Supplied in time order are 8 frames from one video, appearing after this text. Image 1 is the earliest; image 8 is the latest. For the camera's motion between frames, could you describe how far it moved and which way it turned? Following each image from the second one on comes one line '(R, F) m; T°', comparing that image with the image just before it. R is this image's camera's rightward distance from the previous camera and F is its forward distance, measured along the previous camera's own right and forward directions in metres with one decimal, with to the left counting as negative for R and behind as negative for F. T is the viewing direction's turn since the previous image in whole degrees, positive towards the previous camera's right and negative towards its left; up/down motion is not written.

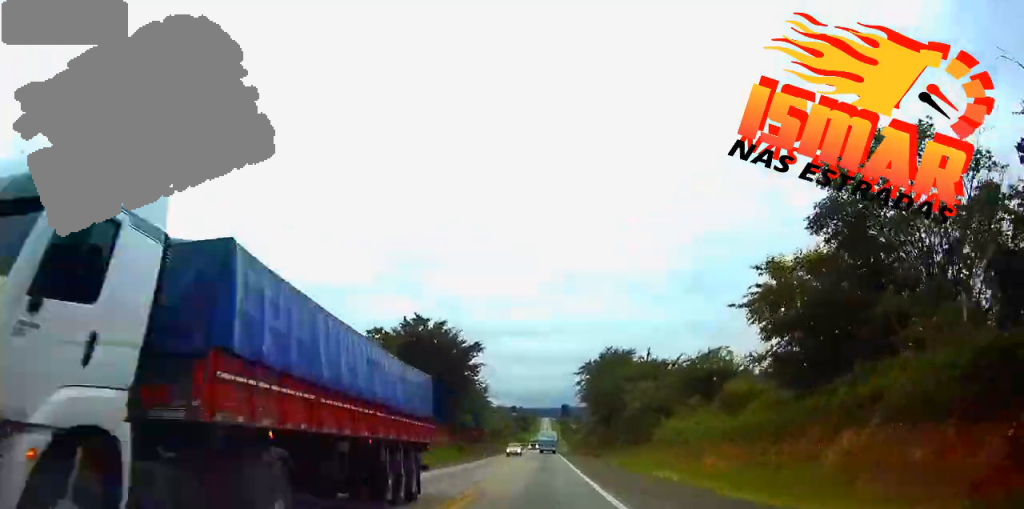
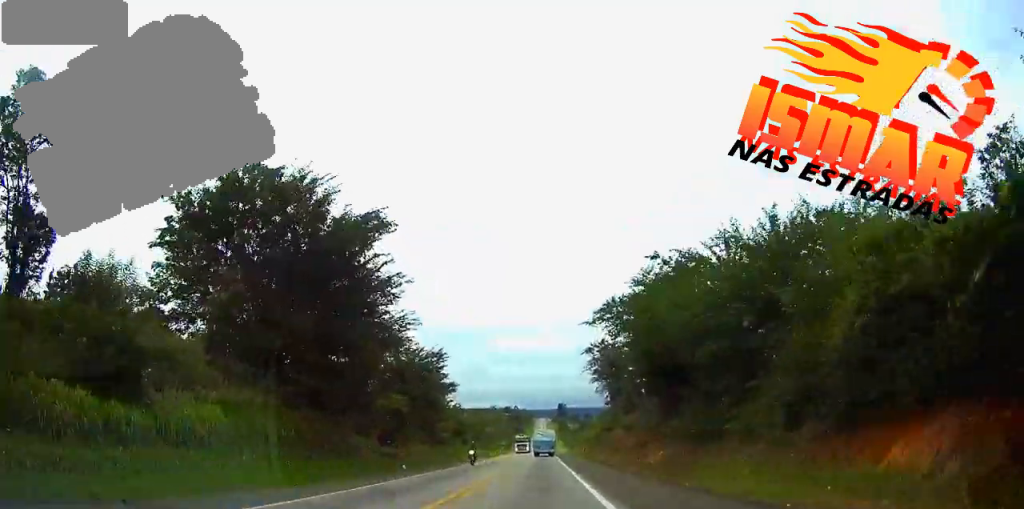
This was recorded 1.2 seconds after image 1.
(0.0, +44.5) m; 0°
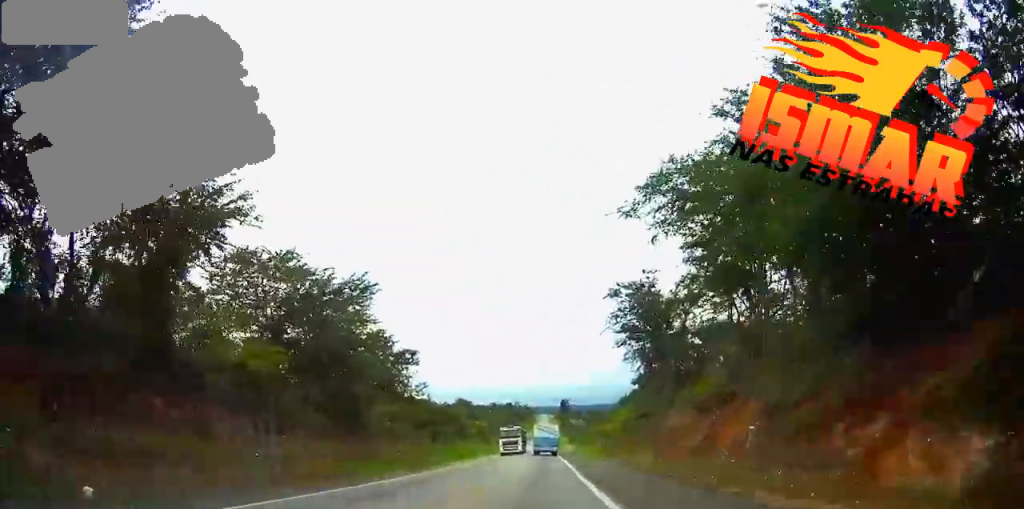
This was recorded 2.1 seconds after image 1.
(0.0, +29.5) m; 0°
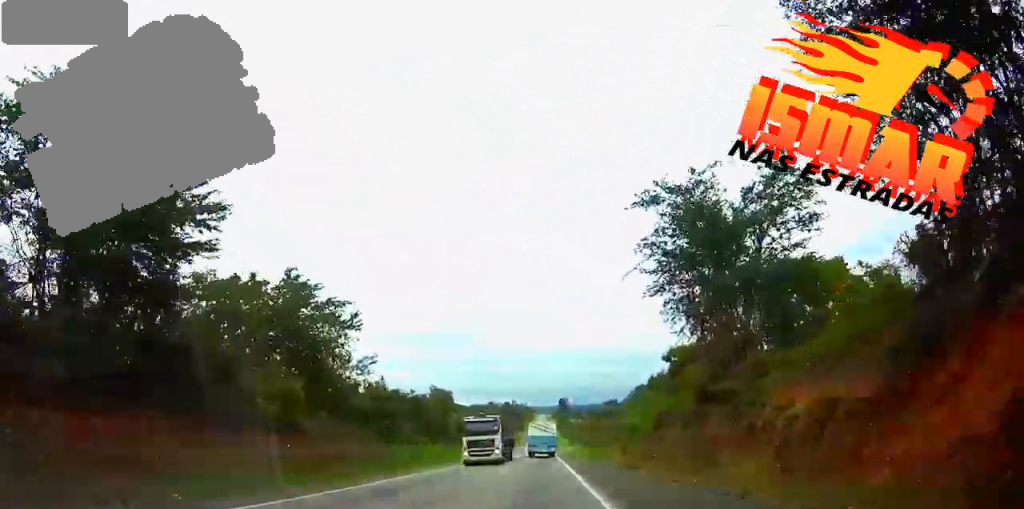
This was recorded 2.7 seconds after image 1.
(0.0, +20.7) m; 0°
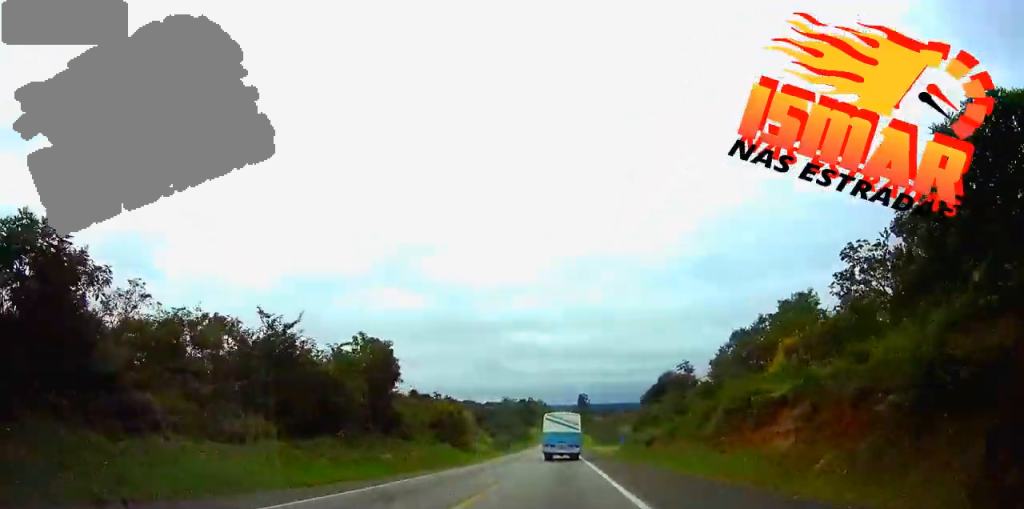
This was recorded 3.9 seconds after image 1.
(-0.3, +40.8) m; -1°
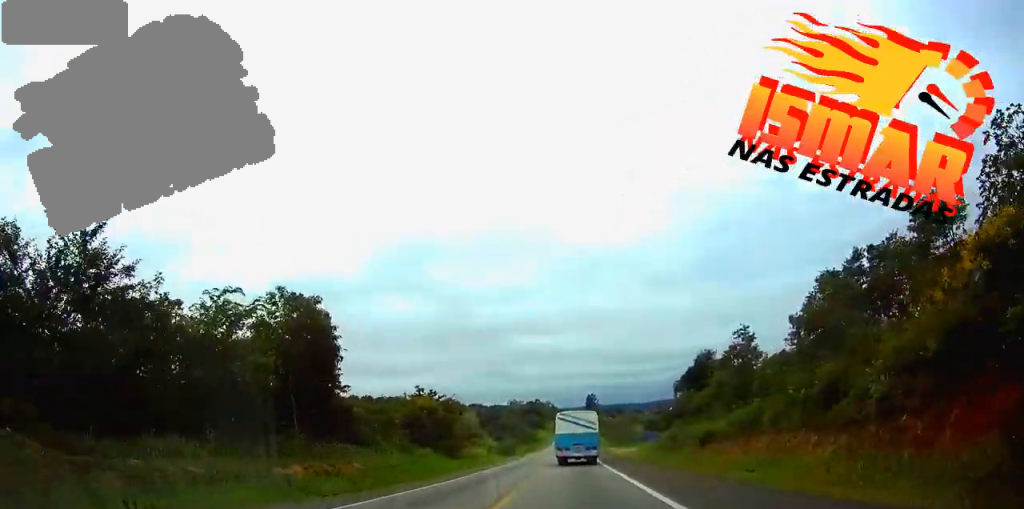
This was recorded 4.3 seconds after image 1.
(0.0, +15.8) m; 0°
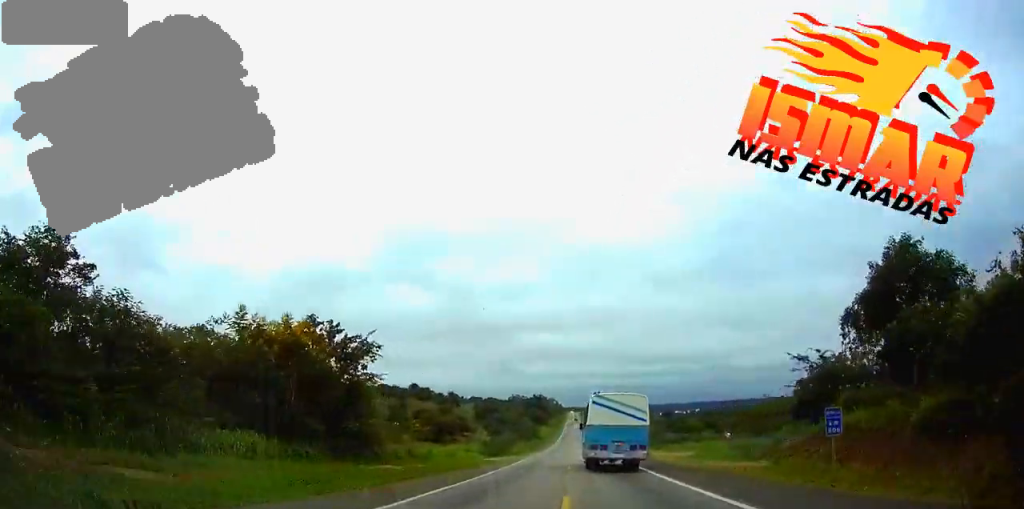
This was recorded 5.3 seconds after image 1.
(-0.3, +34.0) m; 0°
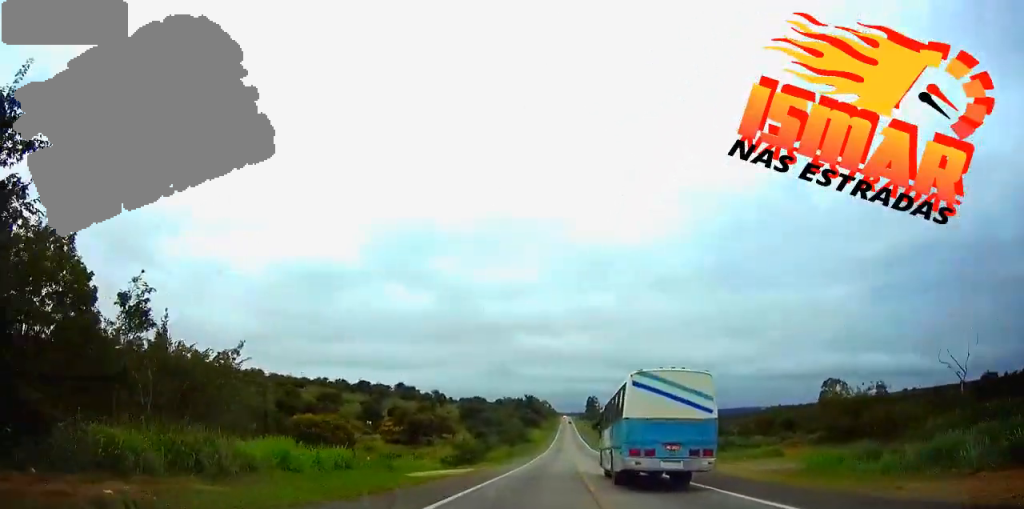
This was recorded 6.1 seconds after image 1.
(+0.1, +26.5) m; +1°
